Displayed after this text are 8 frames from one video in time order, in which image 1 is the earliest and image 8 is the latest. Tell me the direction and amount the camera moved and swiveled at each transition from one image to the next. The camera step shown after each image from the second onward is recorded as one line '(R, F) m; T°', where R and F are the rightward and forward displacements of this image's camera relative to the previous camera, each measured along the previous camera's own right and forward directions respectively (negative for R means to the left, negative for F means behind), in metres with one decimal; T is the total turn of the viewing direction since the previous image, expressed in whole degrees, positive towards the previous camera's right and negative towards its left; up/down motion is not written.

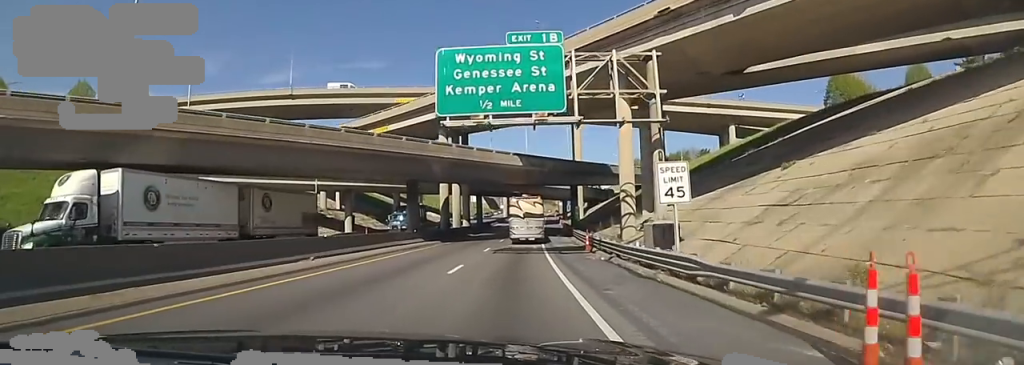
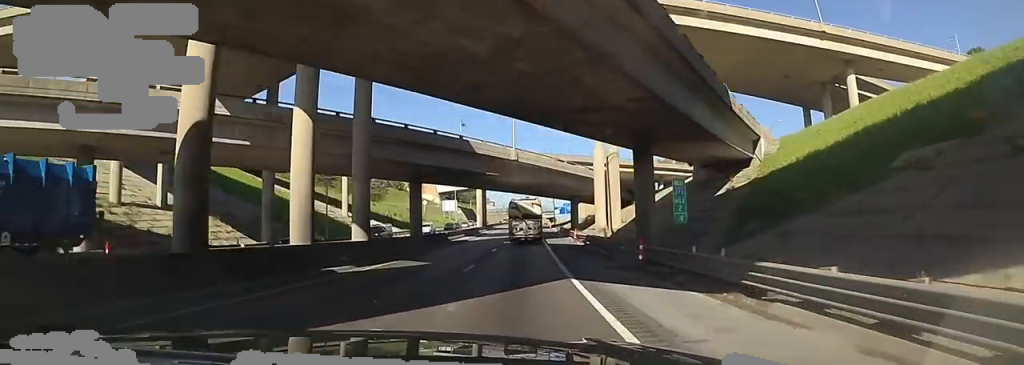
(+1.9, +34.5) m; +3°
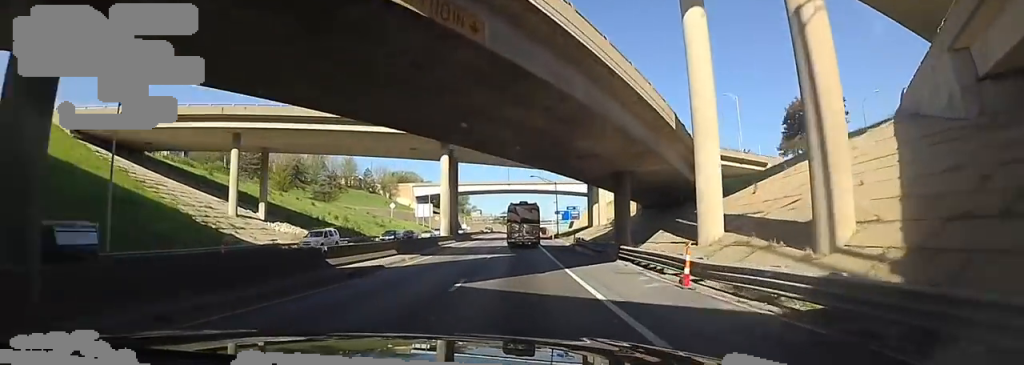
(0.0, +27.9) m; 0°
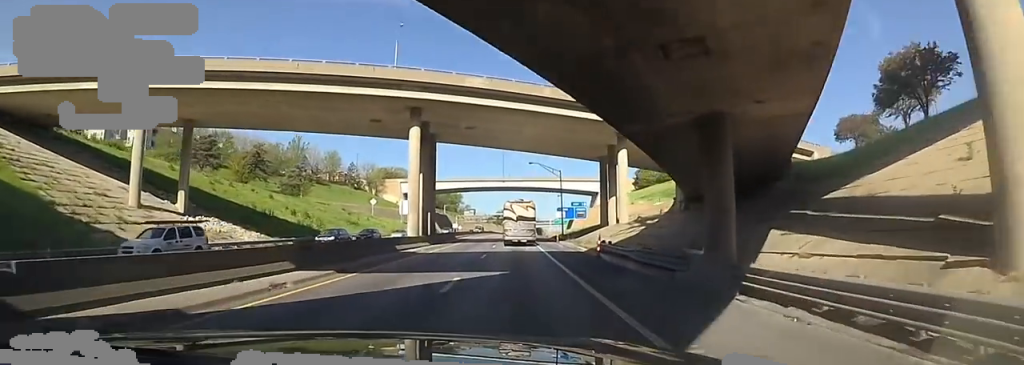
(0.0, +13.1) m; +2°
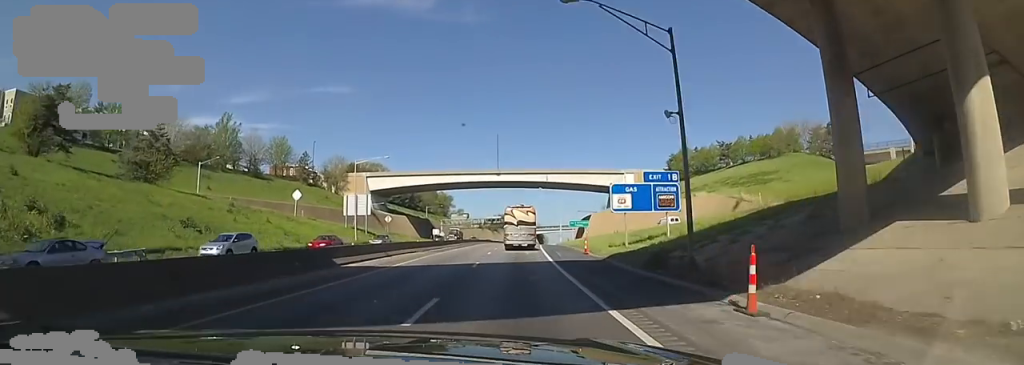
(+1.6, +40.1) m; 0°
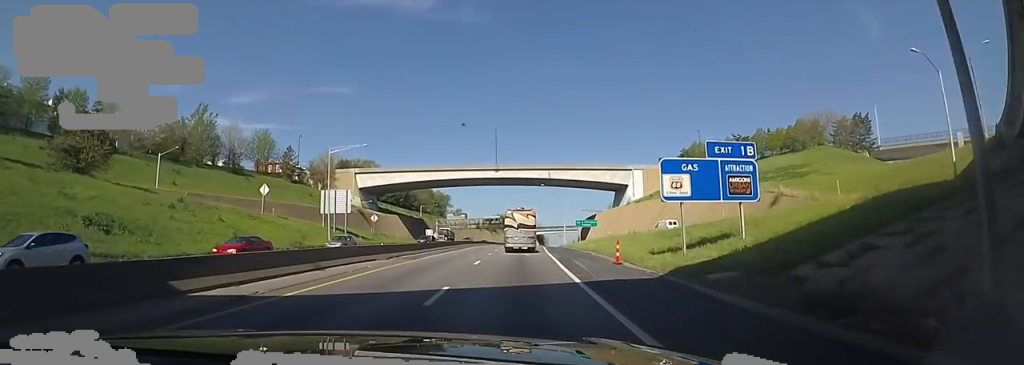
(-0.5, +10.2) m; -2°
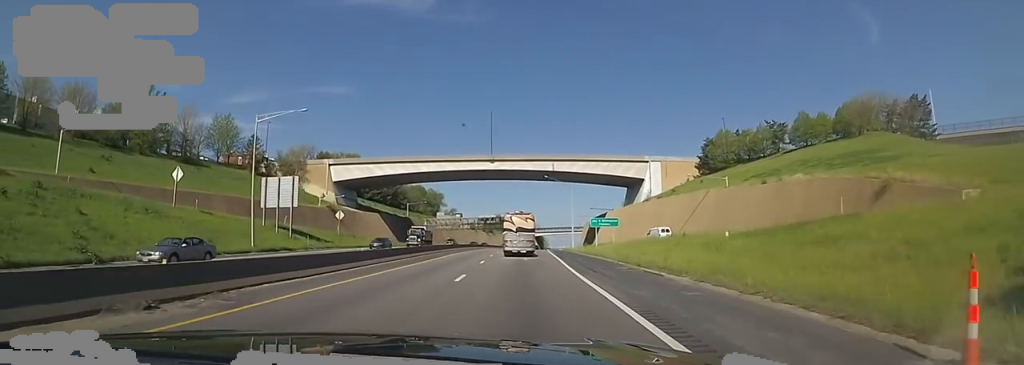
(-0.3, +18.2) m; +1°
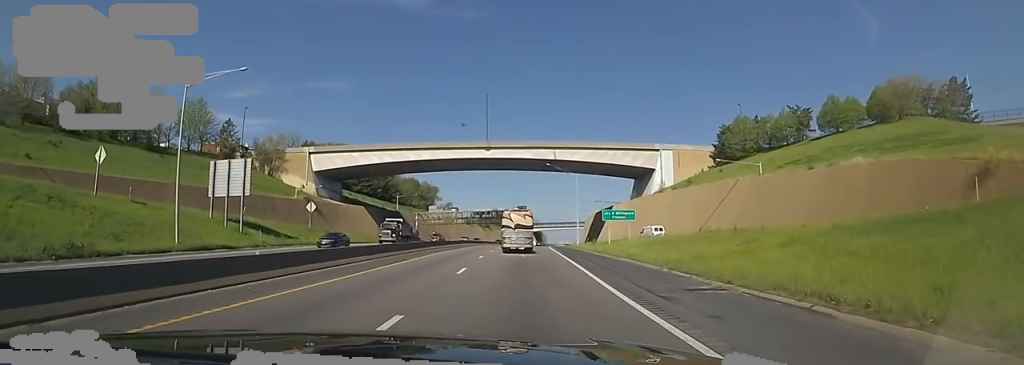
(-0.3, +10.3) m; +2°
